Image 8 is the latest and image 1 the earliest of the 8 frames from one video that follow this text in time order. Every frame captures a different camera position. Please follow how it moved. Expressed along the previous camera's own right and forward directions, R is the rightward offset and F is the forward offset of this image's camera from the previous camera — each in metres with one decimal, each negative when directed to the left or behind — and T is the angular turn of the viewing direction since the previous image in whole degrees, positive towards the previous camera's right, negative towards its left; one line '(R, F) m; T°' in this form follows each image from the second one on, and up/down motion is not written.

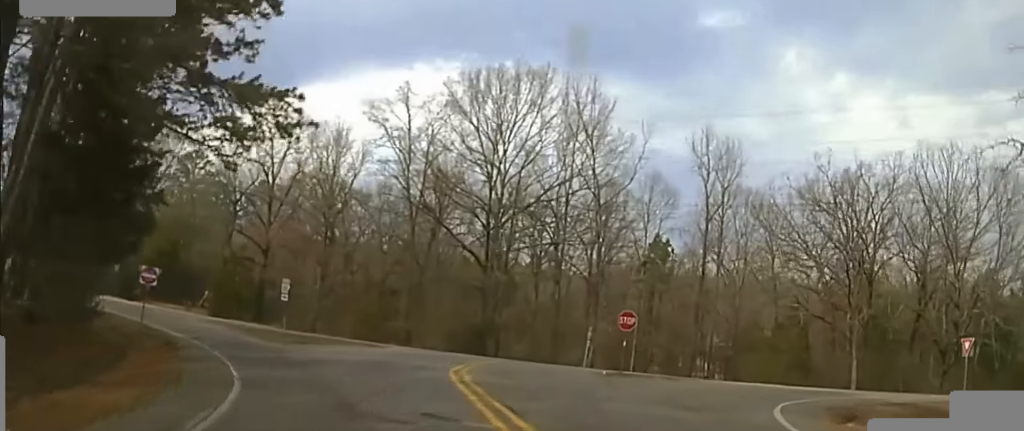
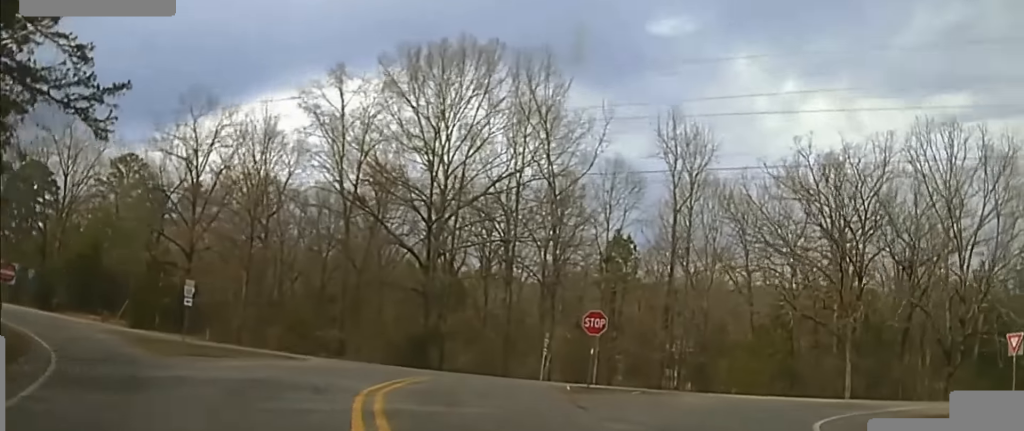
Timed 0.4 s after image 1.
(-0.3, +7.4) m; +3°
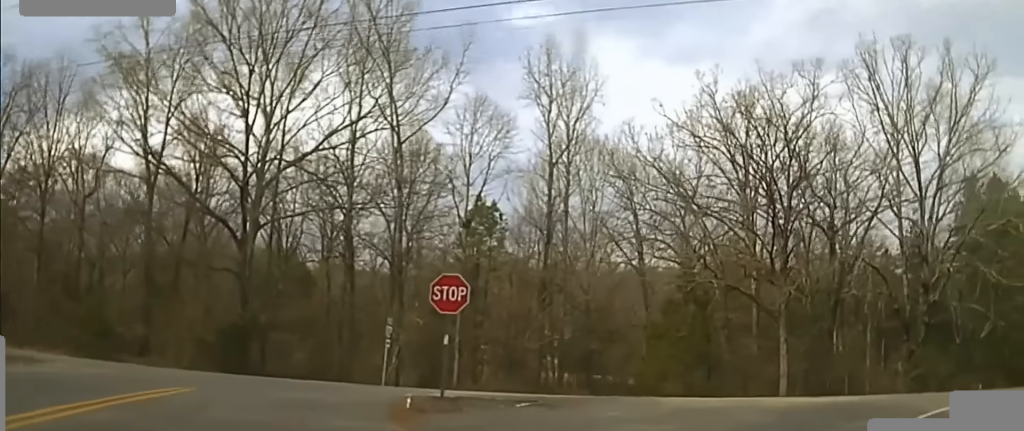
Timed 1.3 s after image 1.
(+1.2, +9.8) m; +14°
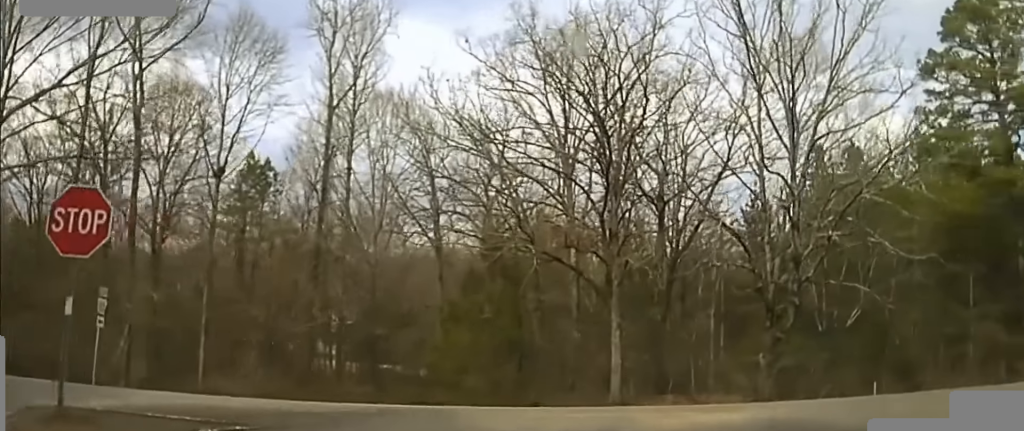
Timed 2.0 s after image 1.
(+0.9, +6.8) m; +16°
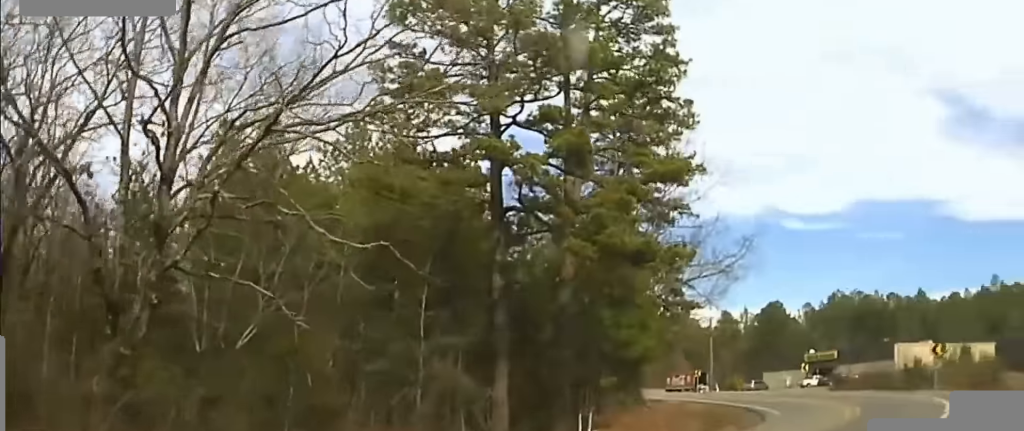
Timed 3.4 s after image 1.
(+2.6, +10.1) m; +30°
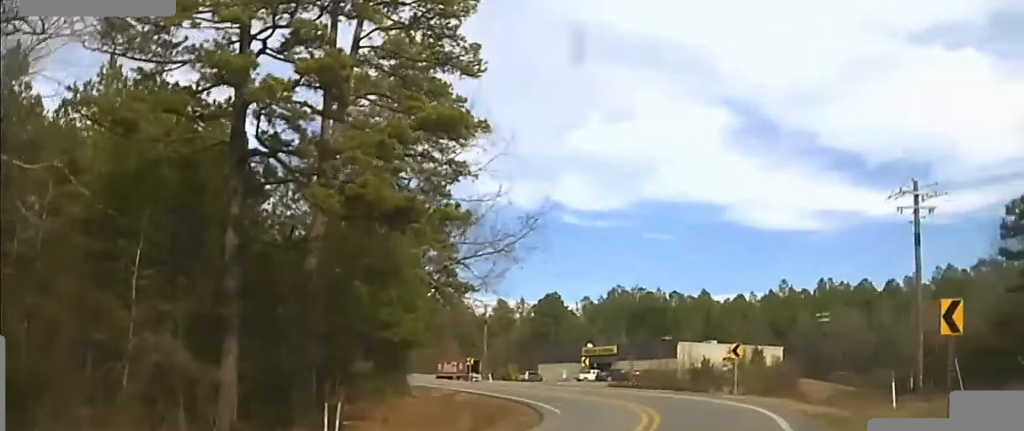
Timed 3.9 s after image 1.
(+0.6, +5.0) m; +8°
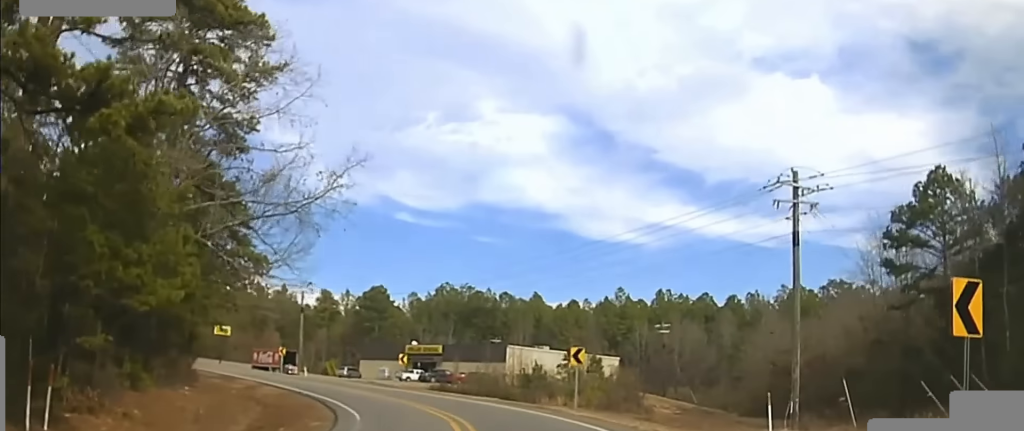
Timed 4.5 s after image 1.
(+0.5, +7.5) m; +9°
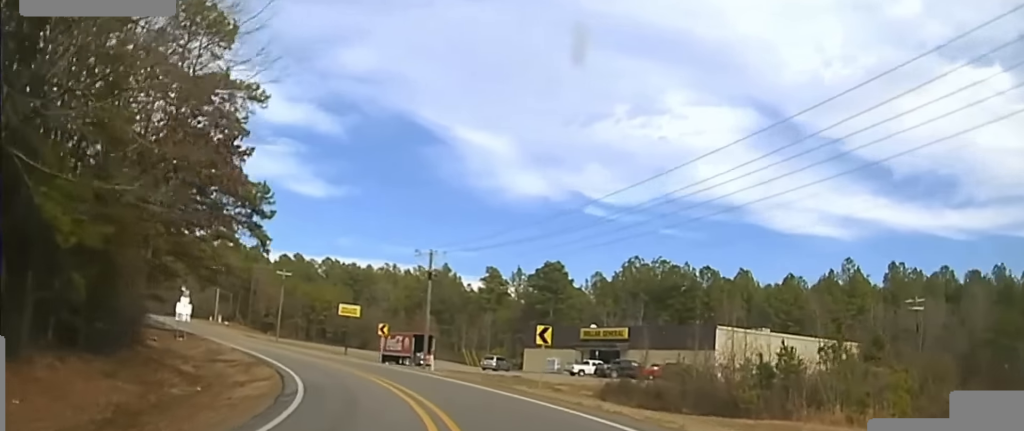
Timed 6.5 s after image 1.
(-0.2, +35.0) m; -10°
